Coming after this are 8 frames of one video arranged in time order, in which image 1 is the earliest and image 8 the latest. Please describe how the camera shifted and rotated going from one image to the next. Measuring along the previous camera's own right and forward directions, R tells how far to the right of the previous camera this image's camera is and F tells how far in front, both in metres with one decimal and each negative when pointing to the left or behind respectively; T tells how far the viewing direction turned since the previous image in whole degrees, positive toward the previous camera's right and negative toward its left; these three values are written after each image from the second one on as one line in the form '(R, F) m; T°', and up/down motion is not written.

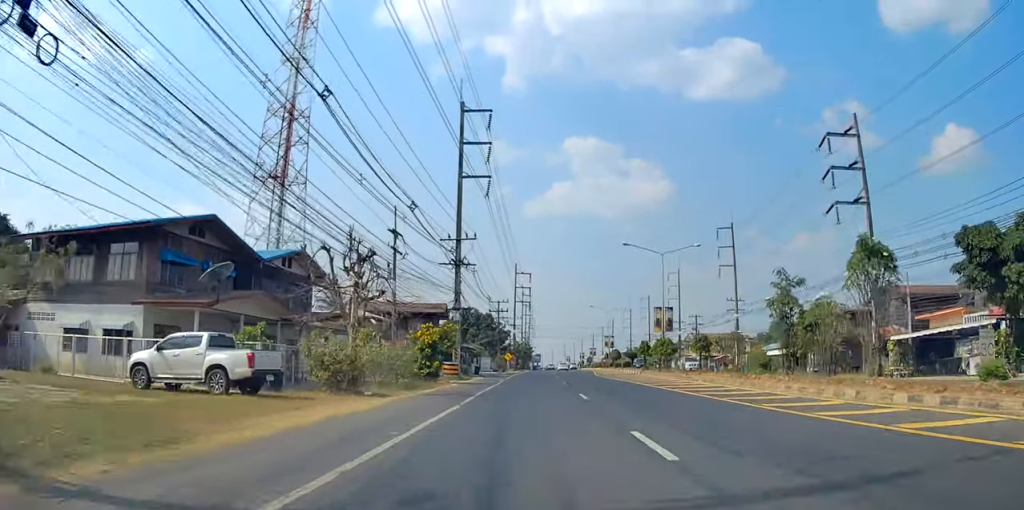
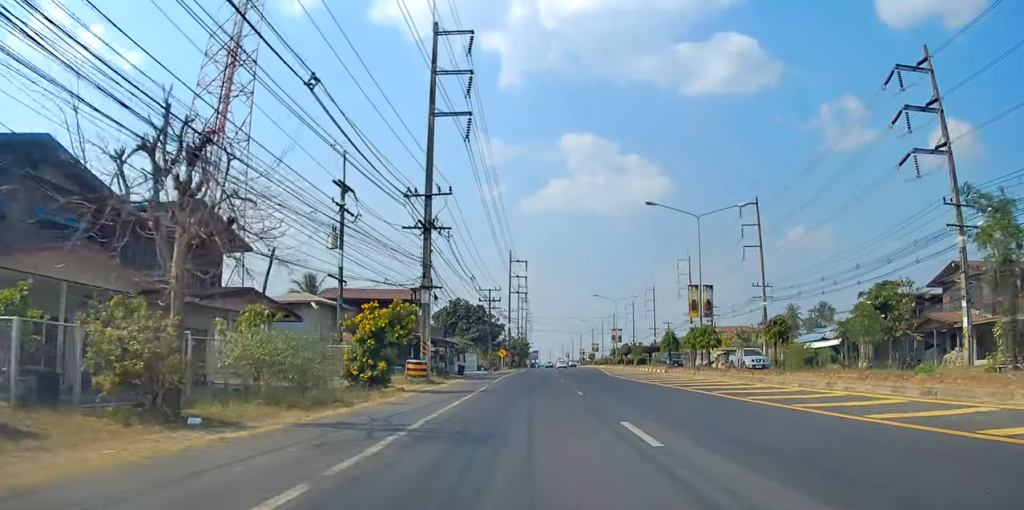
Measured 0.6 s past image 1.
(-0.4, +12.1) m; 0°
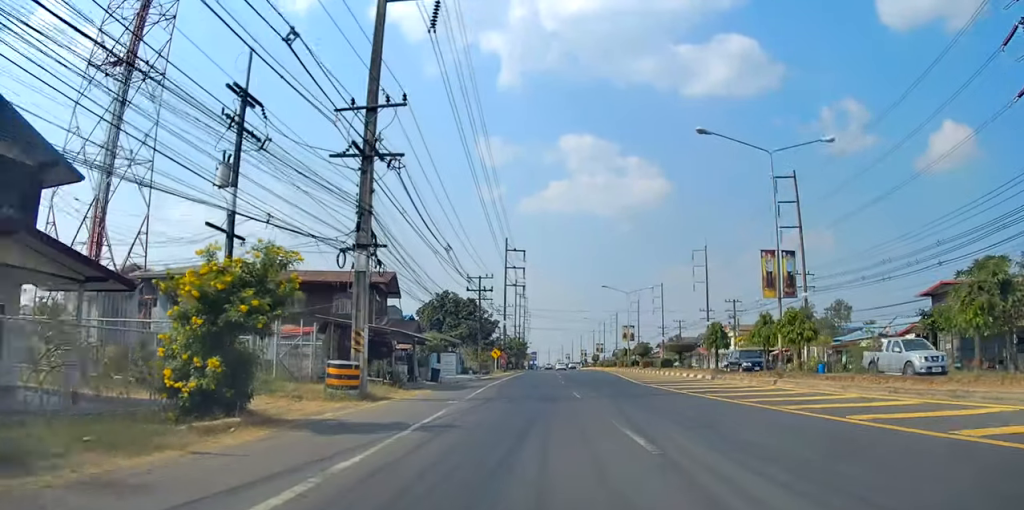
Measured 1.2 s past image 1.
(+0.5, +12.0) m; +1°
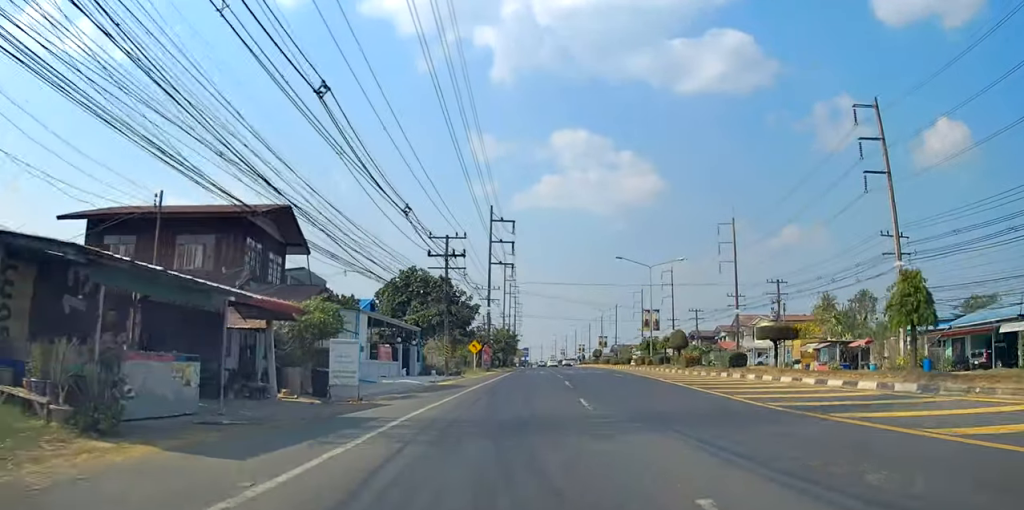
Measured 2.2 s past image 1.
(+0.2, +19.6) m; +1°
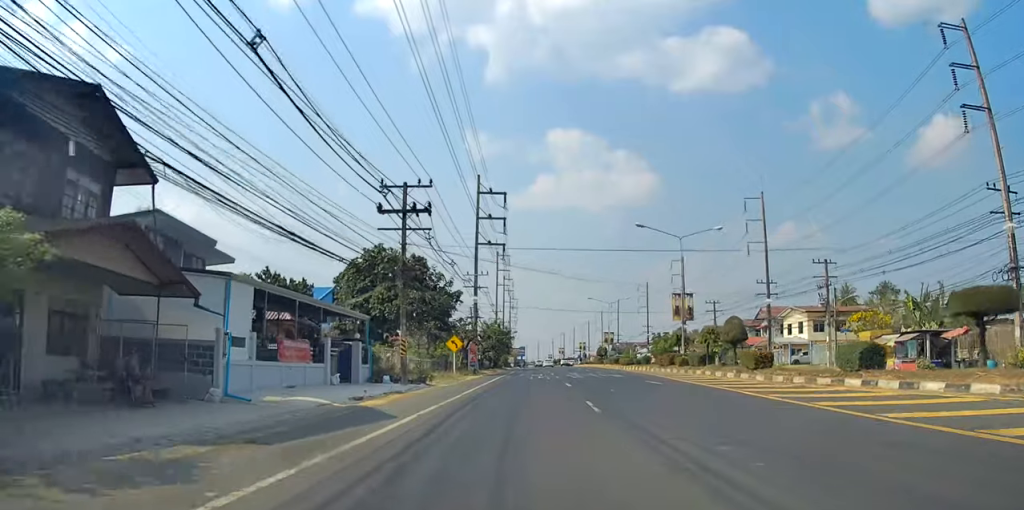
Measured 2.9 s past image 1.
(0.0, +12.7) m; 0°
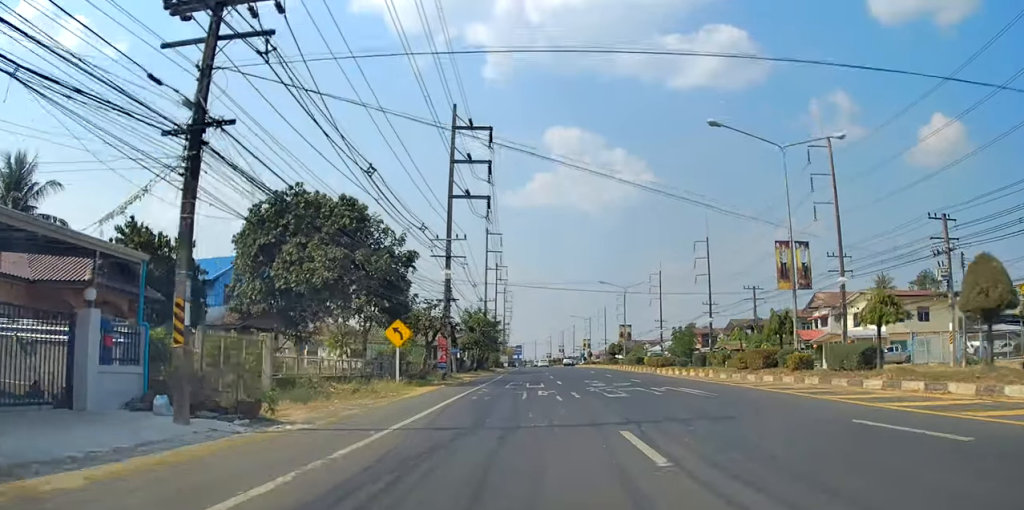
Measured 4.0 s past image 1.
(-0.1, +19.7) m; 0°
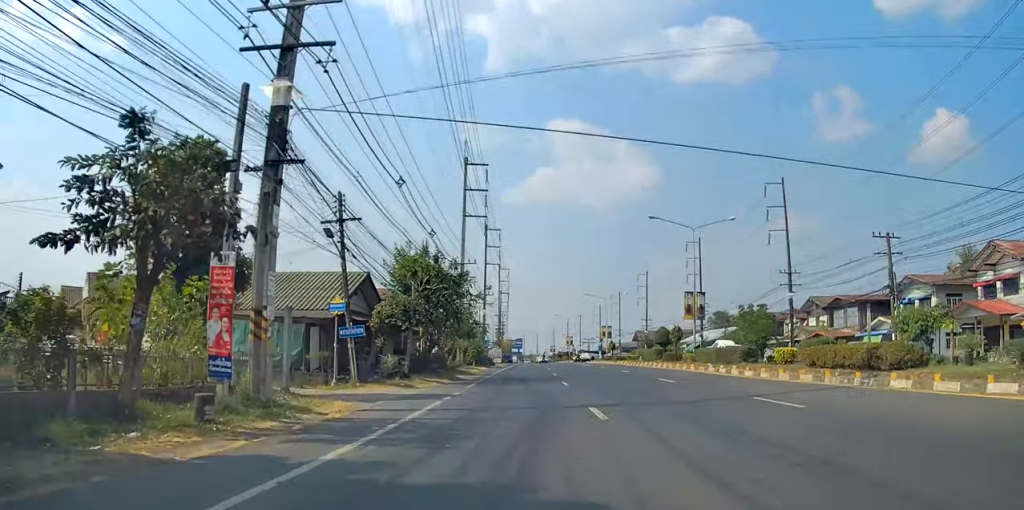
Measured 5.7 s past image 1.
(+0.9, +31.6) m; +1°
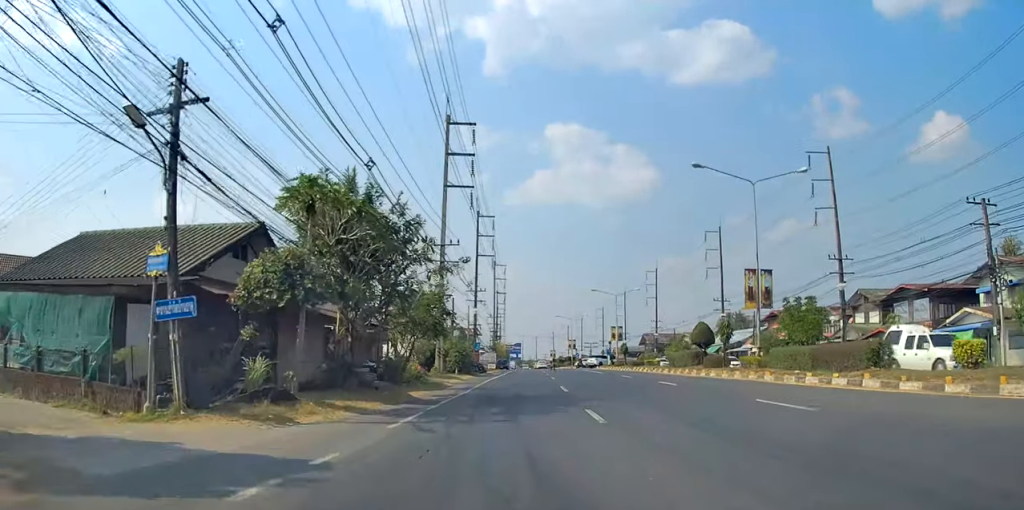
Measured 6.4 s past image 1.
(-0.5, +13.3) m; -2°
